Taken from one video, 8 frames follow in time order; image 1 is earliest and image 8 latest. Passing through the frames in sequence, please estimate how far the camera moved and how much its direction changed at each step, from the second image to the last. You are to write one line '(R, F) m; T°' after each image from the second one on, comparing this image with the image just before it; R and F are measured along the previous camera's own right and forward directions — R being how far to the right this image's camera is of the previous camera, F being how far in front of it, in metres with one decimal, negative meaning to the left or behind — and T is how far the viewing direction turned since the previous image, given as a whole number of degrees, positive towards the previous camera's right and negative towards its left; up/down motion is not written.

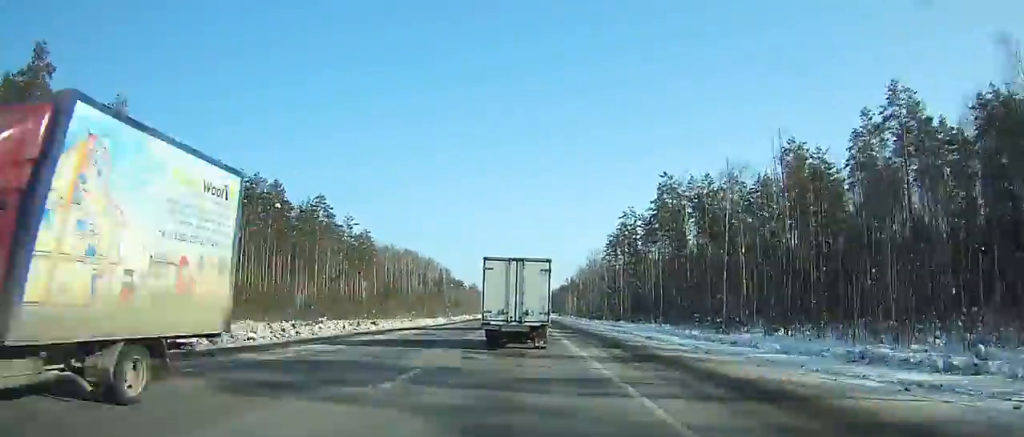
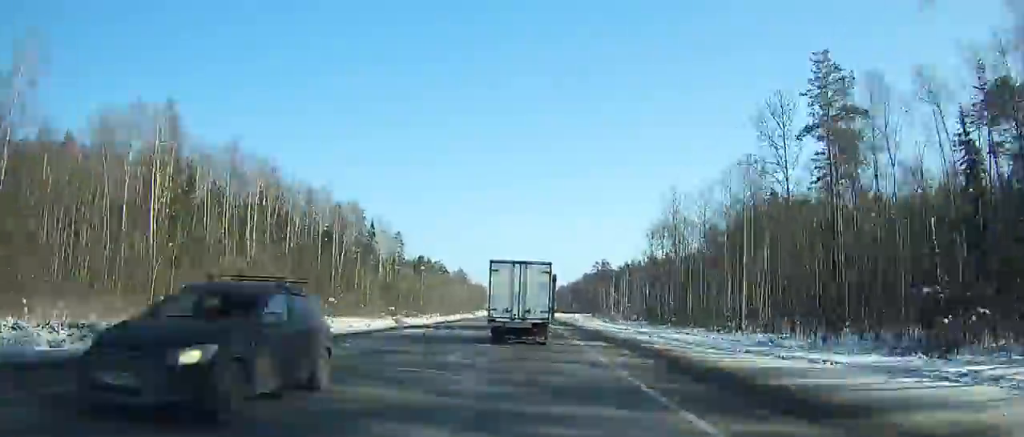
(-0.3, +139.8) m; 0°
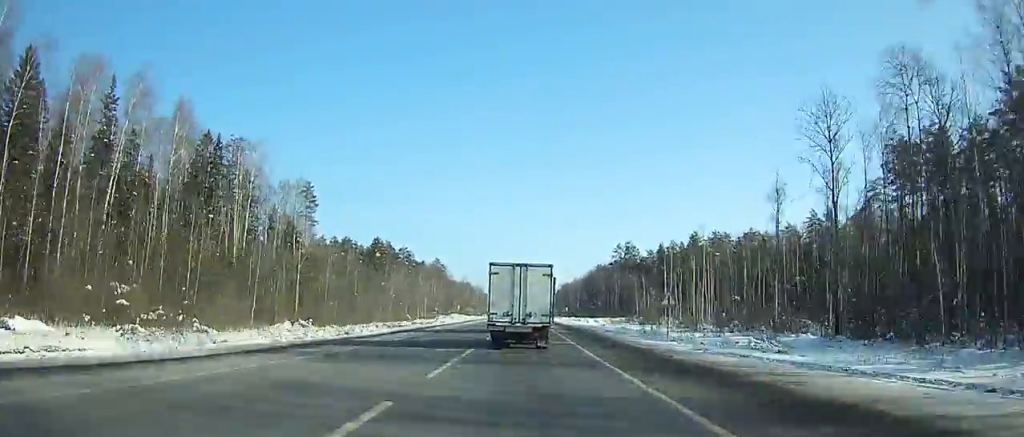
(-0.1, +76.0) m; 0°
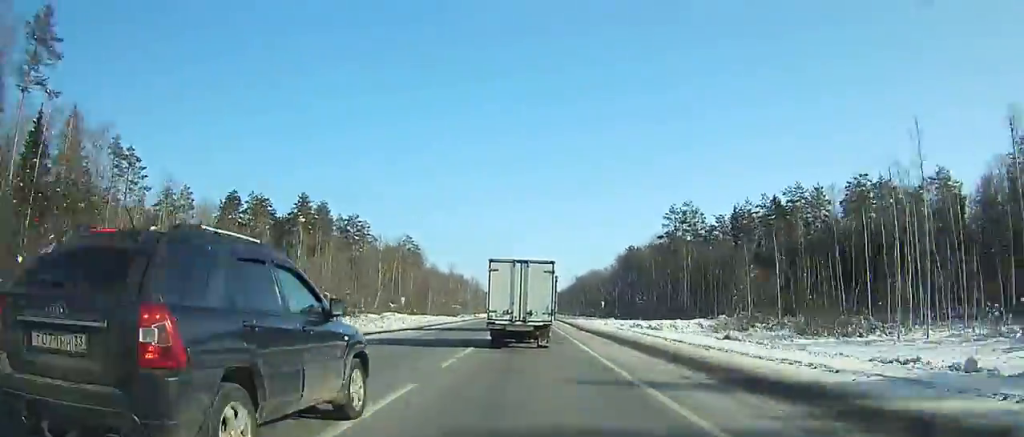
(-0.1, +69.0) m; 0°
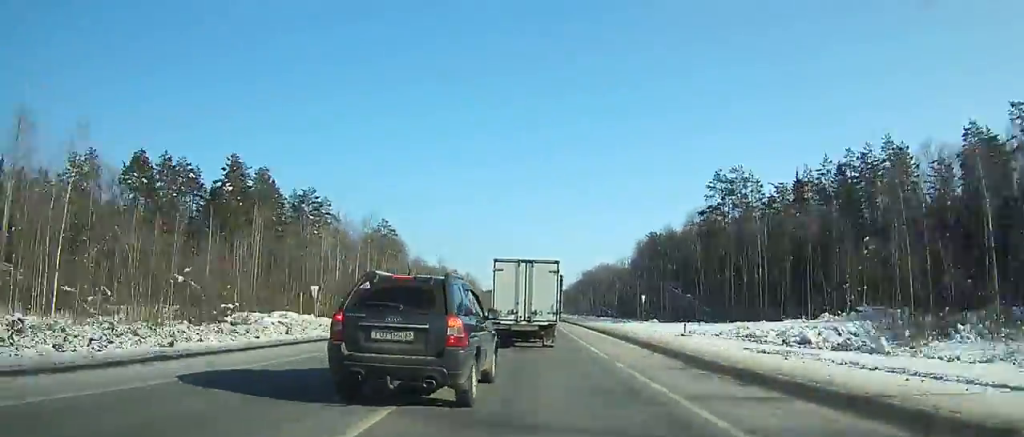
(-0.2, +32.1) m; 0°
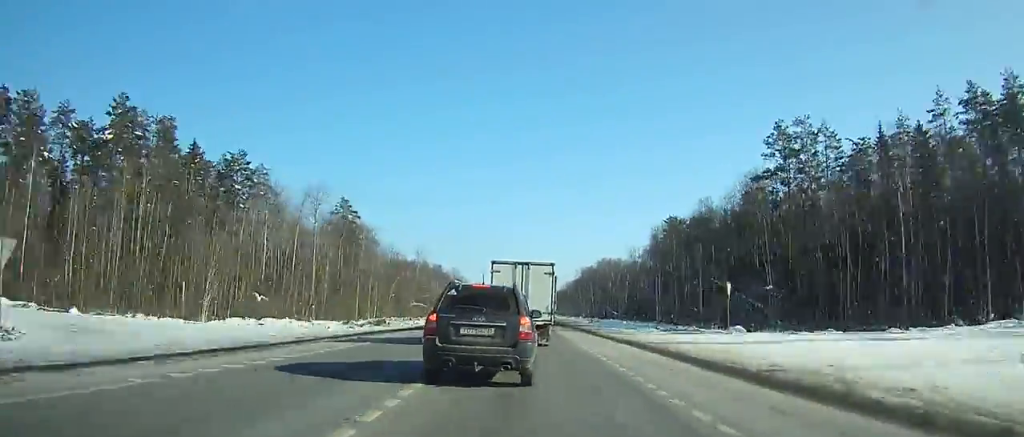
(-0.1, +29.9) m; 0°
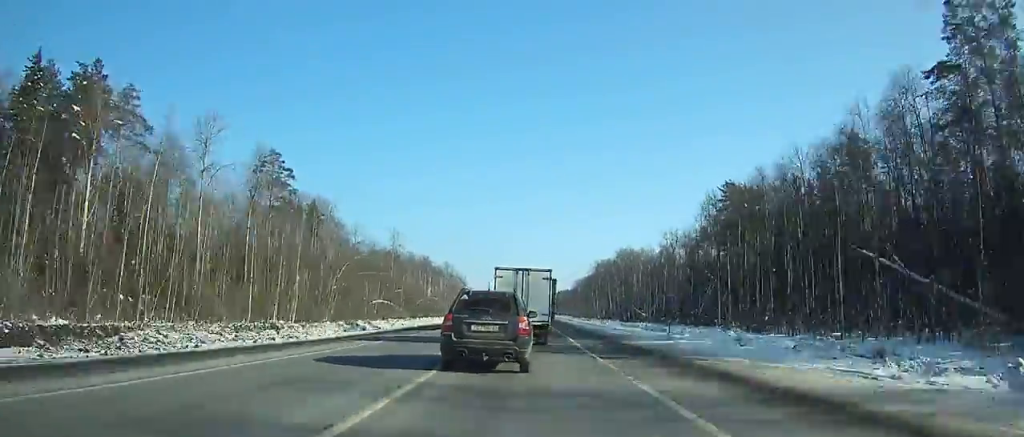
(+0.2, +38.4) m; 0°
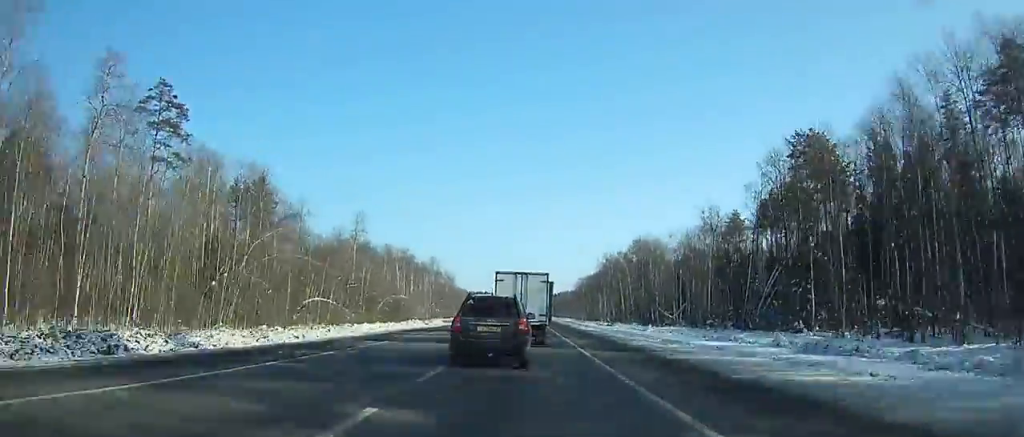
(0.0, +30.0) m; 0°
